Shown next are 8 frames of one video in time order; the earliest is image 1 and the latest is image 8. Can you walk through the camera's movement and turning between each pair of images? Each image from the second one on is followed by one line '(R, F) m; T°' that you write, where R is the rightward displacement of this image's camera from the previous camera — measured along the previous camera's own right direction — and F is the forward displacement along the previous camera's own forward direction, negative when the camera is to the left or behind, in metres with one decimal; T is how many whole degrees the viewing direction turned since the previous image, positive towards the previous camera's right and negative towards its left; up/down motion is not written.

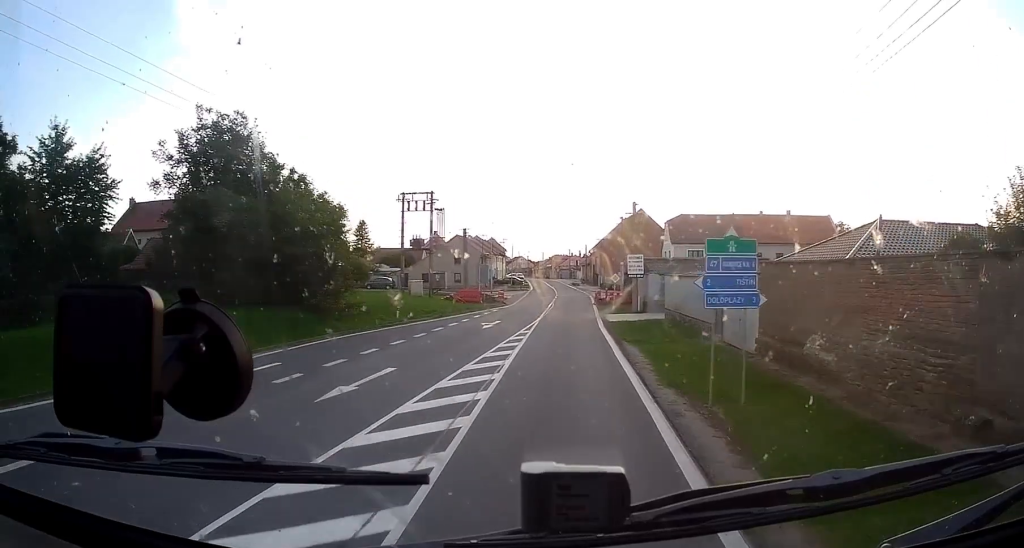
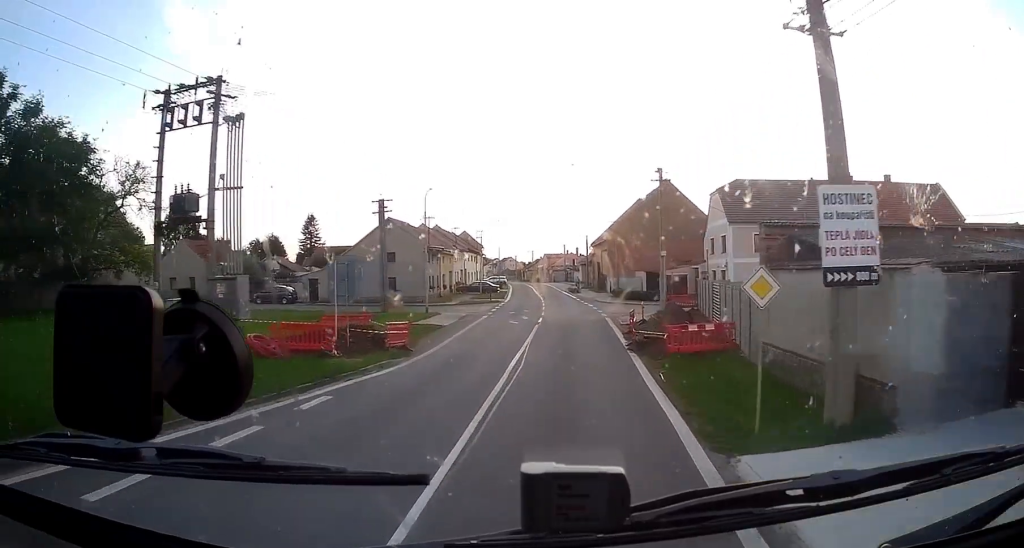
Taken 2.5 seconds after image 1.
(+2.2, +31.2) m; +3°
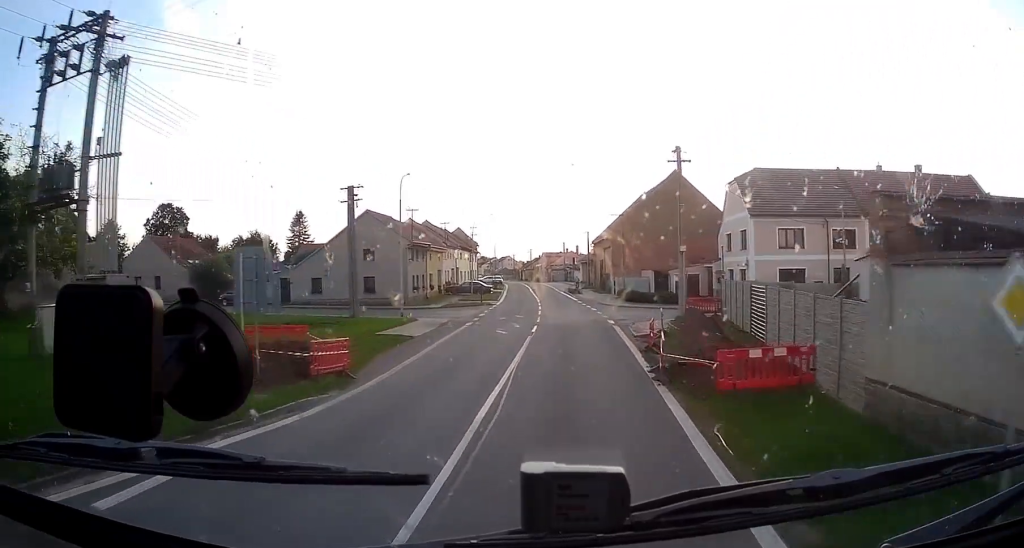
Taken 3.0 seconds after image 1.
(-0.1, +6.0) m; -1°
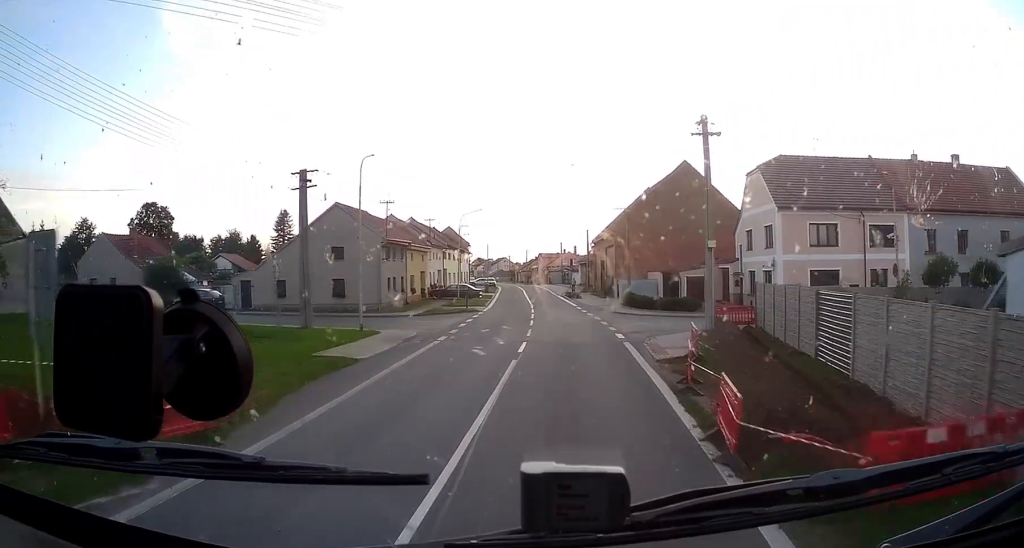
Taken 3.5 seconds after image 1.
(0.0, +6.5) m; 0°
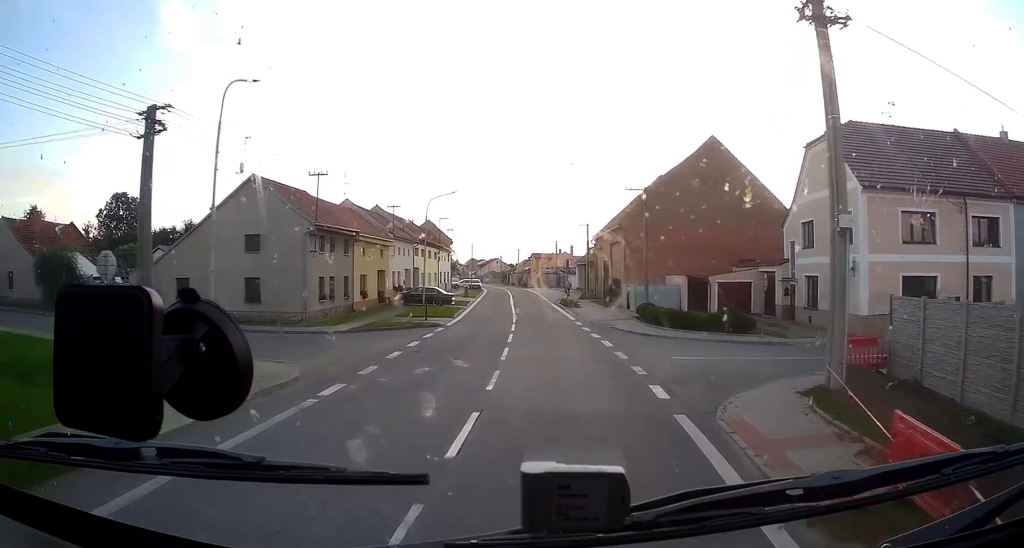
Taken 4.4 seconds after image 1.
(0.0, +12.0) m; 0°
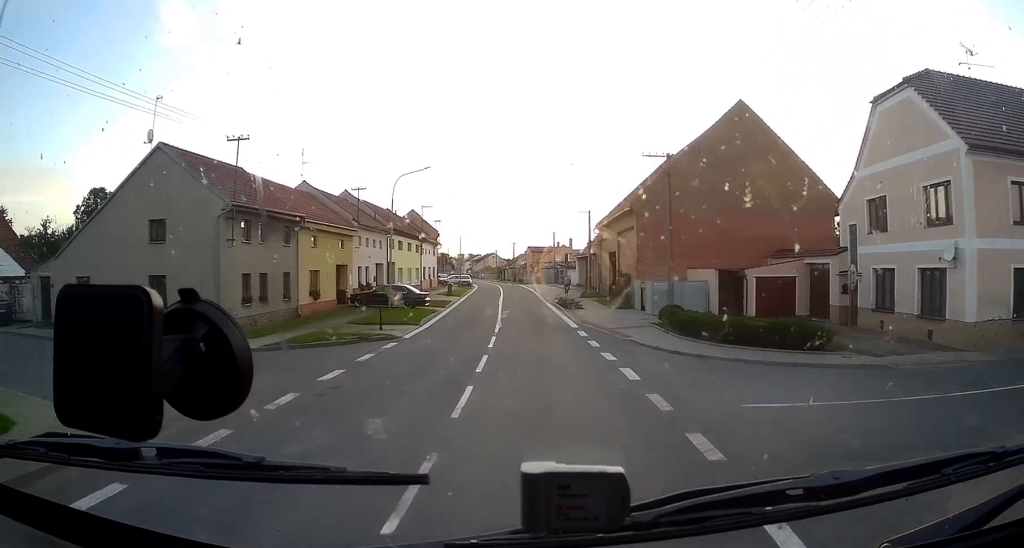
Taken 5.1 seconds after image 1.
(0.0, +8.5) m; 0°
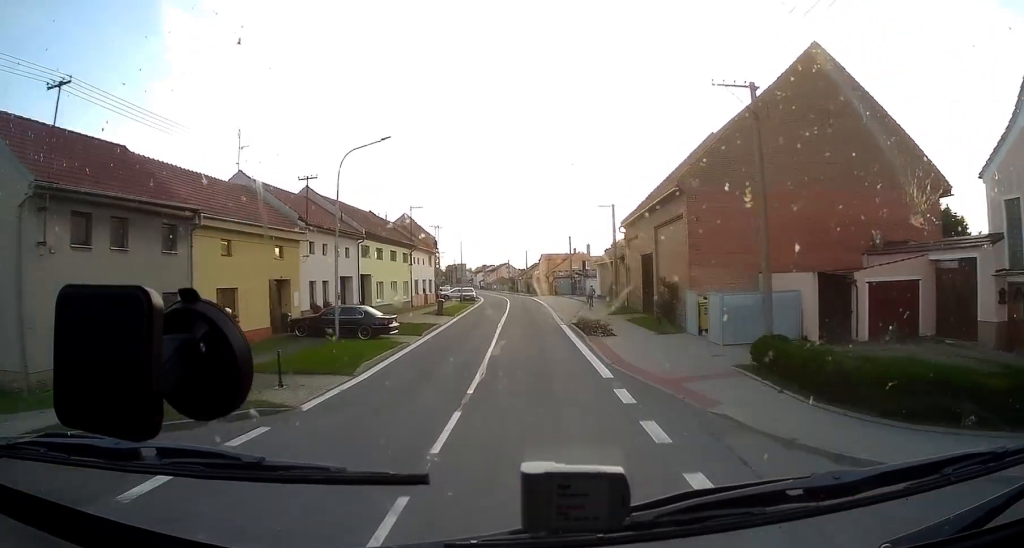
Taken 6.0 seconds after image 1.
(0.0, +10.9) m; 0°
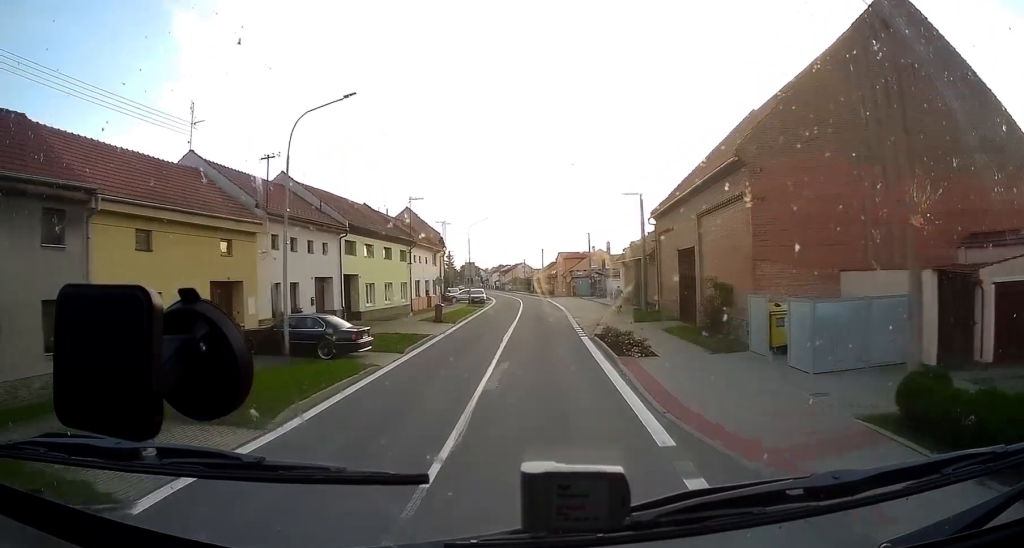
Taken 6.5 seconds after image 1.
(0.0, +6.3) m; -1°
